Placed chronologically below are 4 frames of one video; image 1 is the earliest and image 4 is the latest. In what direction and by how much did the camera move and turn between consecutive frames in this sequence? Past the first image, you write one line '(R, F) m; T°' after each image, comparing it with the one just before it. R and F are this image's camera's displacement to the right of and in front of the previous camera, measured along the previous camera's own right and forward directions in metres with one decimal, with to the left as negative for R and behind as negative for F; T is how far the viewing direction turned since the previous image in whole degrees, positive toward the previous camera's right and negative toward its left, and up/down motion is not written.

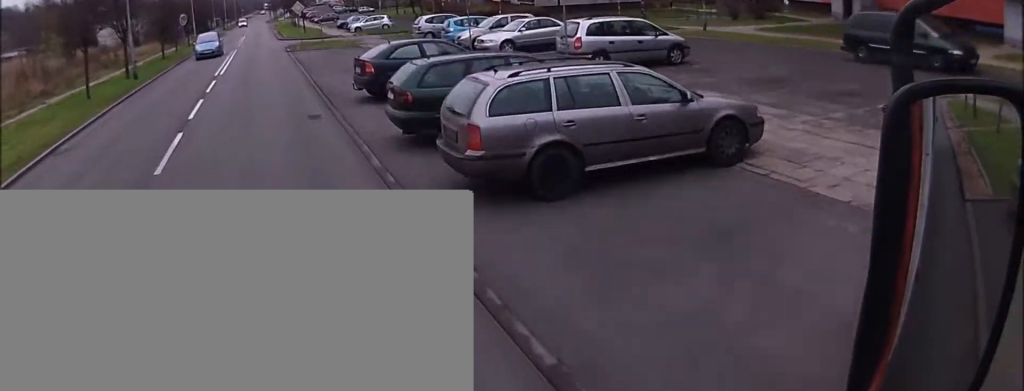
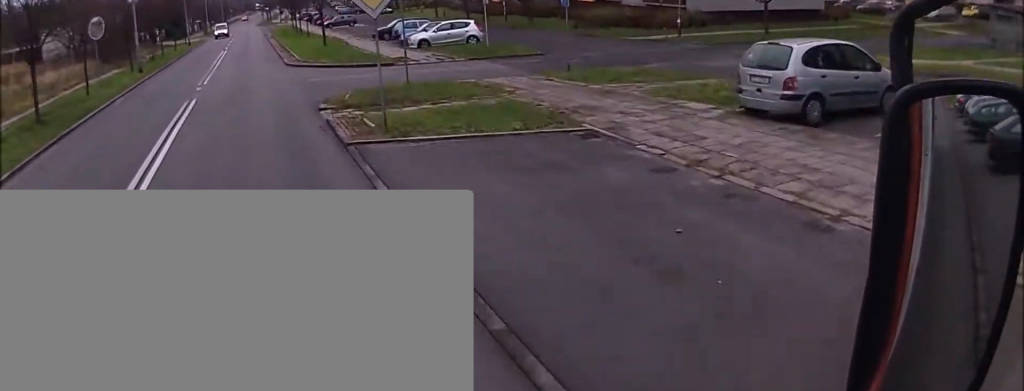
(+0.6, +28.8) m; 0°
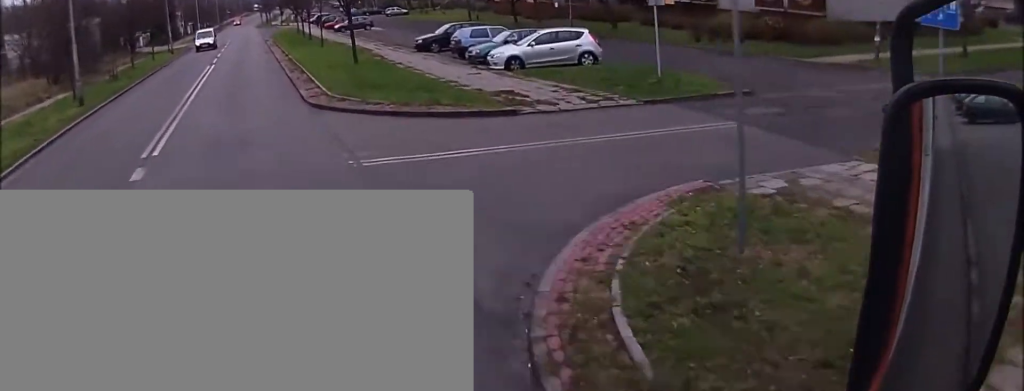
(-0.2, +12.9) m; -1°
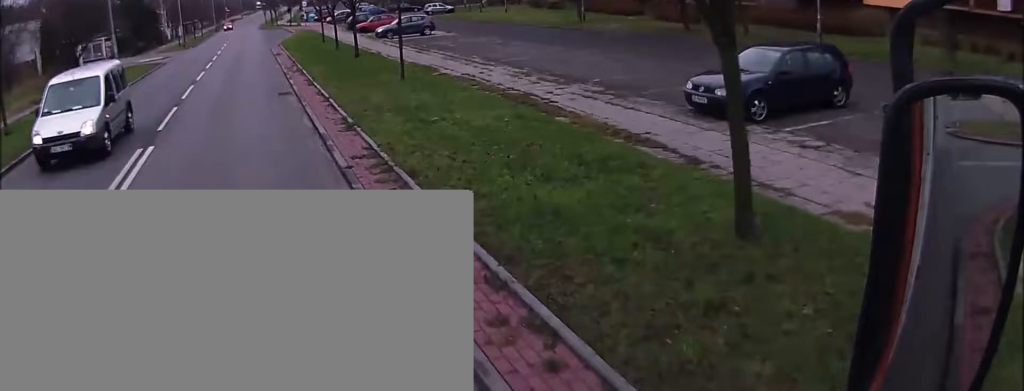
(+0.3, +23.5) m; +2°
